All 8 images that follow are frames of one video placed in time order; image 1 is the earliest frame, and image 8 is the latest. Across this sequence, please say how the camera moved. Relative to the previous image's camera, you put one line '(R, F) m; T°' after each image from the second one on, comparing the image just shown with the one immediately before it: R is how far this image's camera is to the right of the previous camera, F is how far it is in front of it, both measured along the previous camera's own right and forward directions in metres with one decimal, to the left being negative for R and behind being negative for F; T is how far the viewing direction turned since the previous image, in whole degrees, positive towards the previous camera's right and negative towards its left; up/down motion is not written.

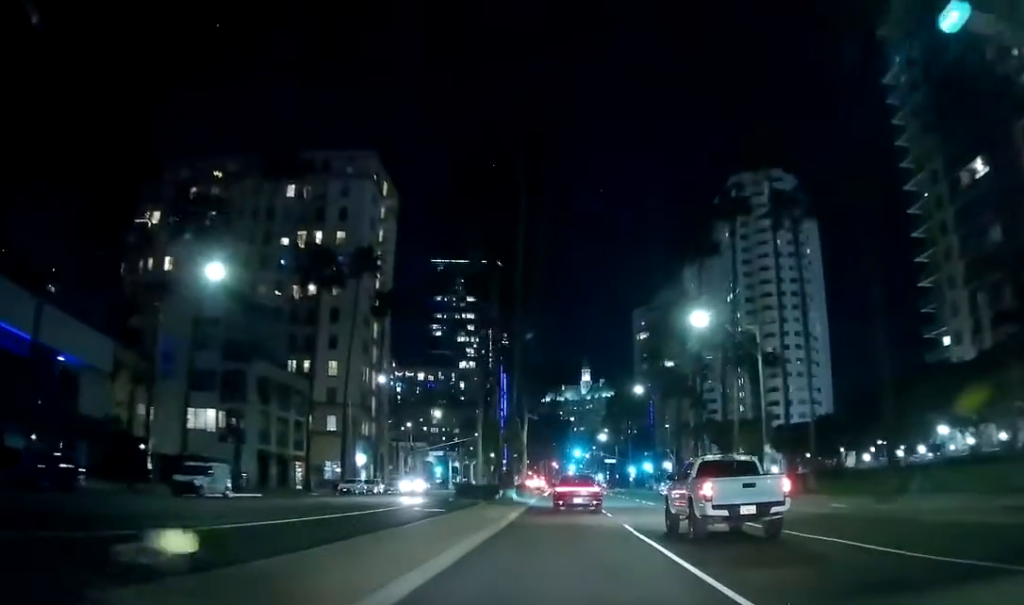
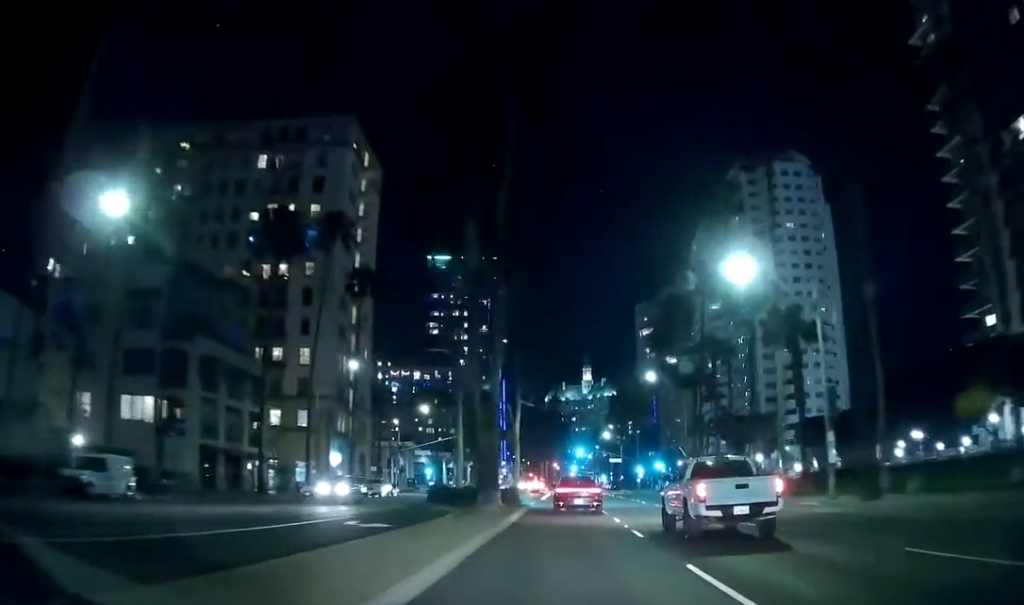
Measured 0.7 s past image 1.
(0.0, +10.3) m; +1°
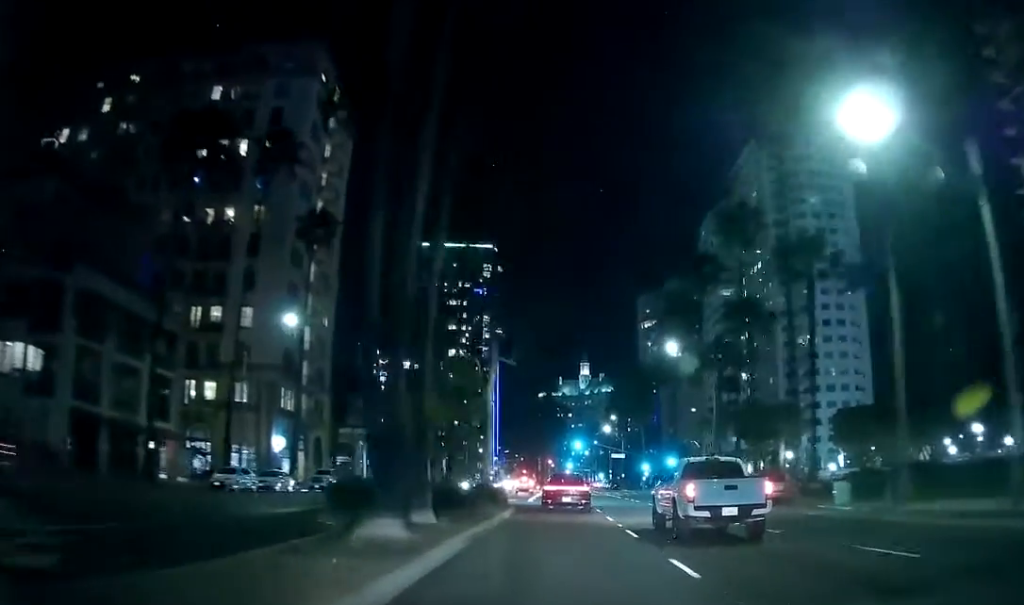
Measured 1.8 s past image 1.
(+0.3, +14.8) m; +2°
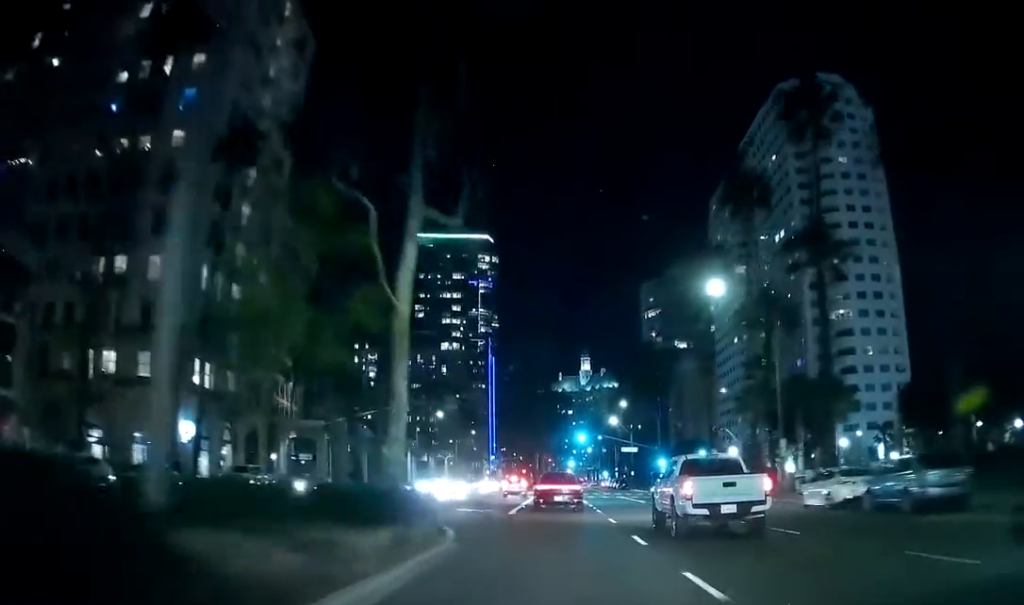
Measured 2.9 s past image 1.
(+0.2, +16.5) m; +1°
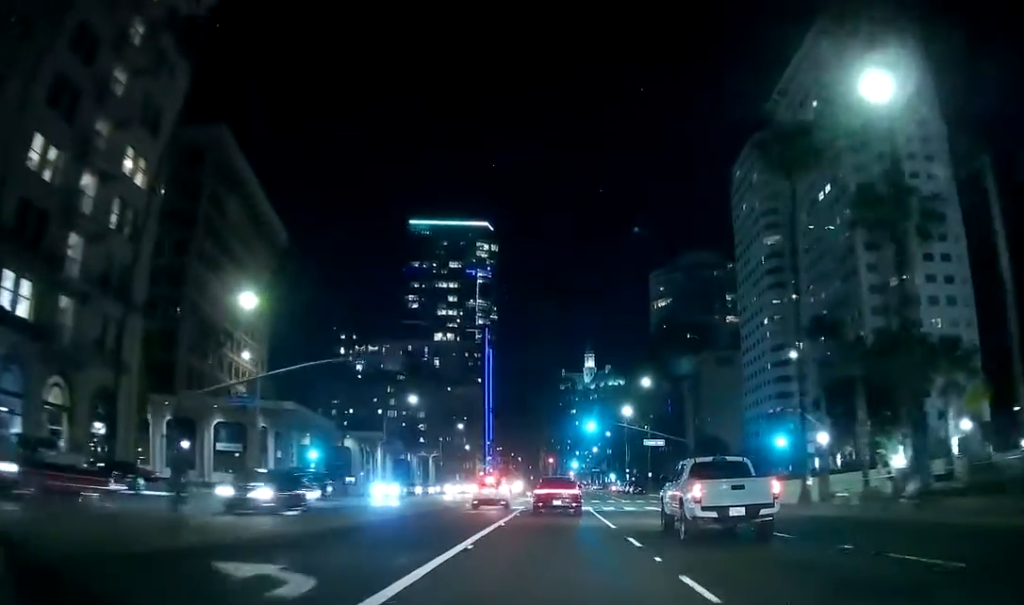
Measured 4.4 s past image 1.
(+0.1, +21.3) m; 0°
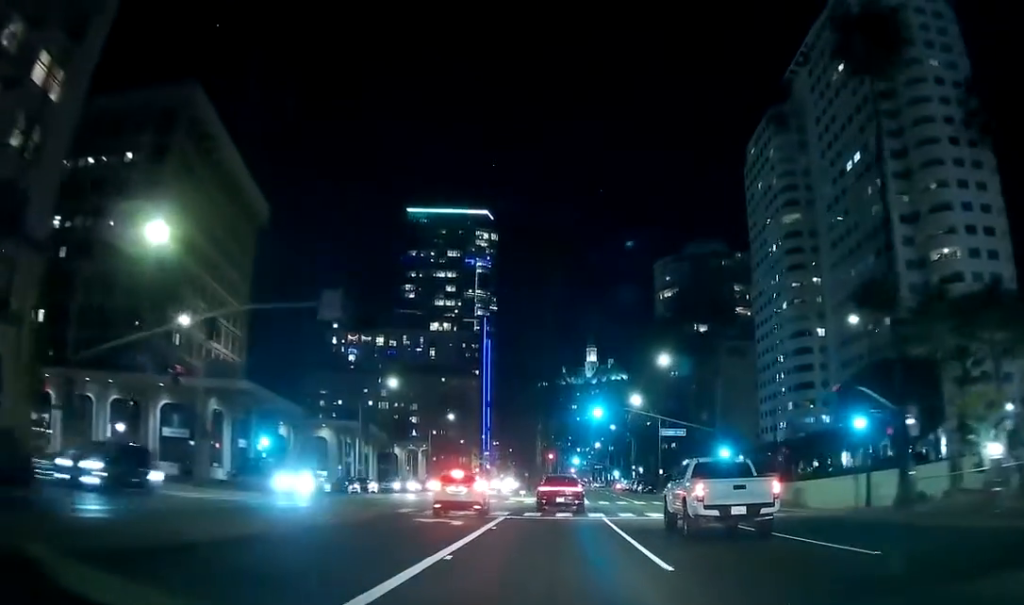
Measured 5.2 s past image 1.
(0.0, +10.9) m; -2°
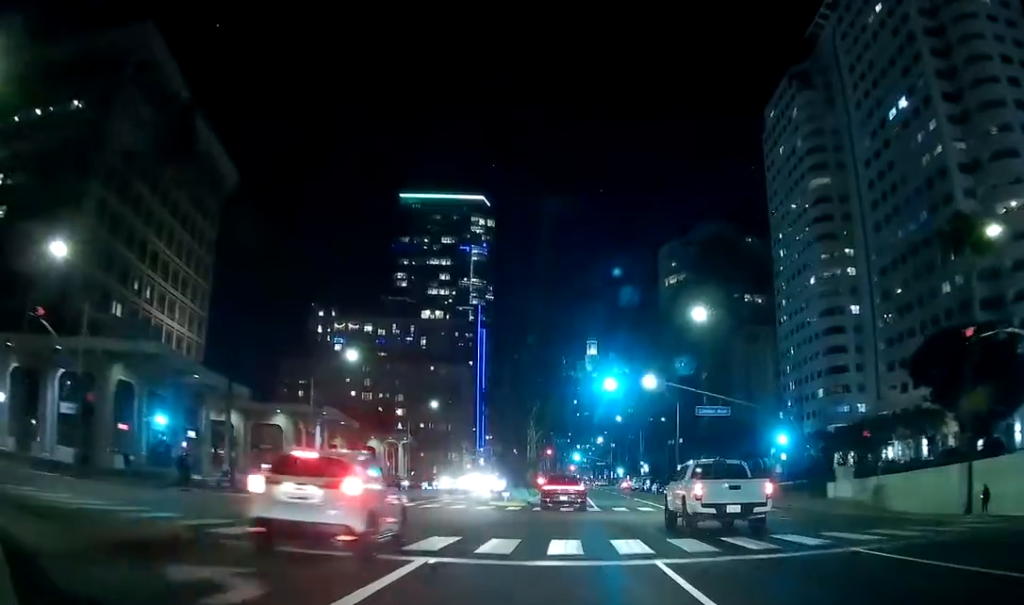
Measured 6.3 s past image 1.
(-0.5, +14.9) m; 0°
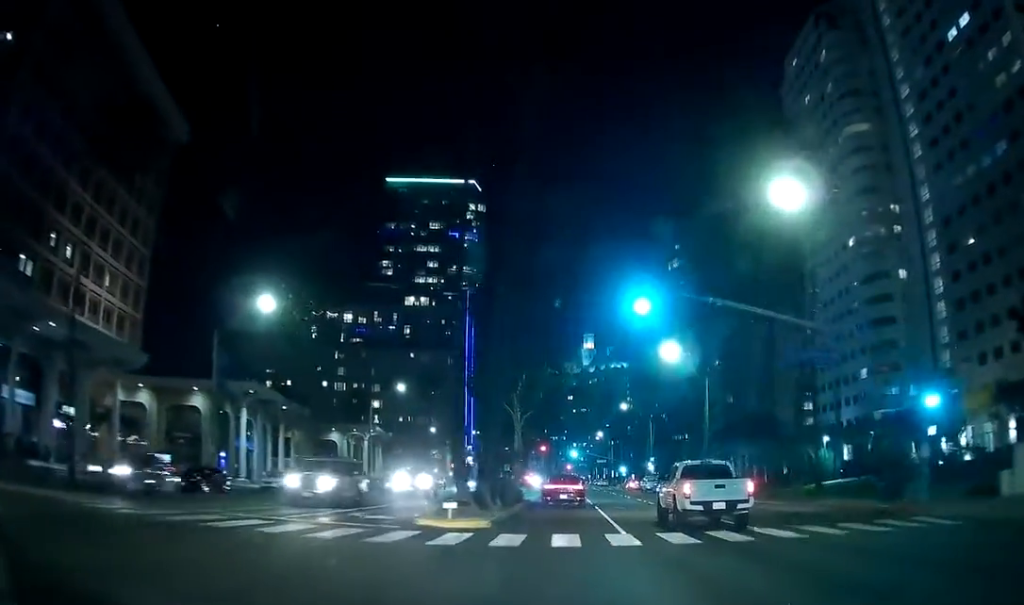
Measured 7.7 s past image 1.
(+0.5, +17.5) m; +3°
